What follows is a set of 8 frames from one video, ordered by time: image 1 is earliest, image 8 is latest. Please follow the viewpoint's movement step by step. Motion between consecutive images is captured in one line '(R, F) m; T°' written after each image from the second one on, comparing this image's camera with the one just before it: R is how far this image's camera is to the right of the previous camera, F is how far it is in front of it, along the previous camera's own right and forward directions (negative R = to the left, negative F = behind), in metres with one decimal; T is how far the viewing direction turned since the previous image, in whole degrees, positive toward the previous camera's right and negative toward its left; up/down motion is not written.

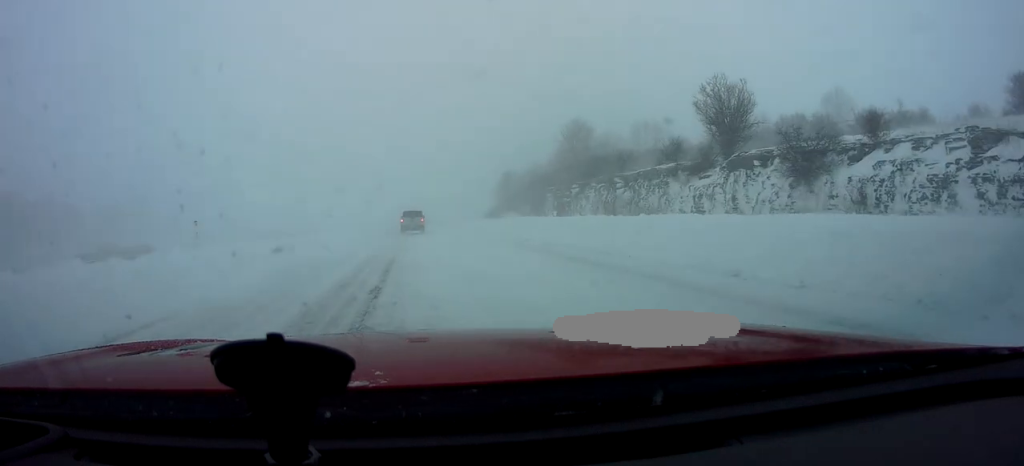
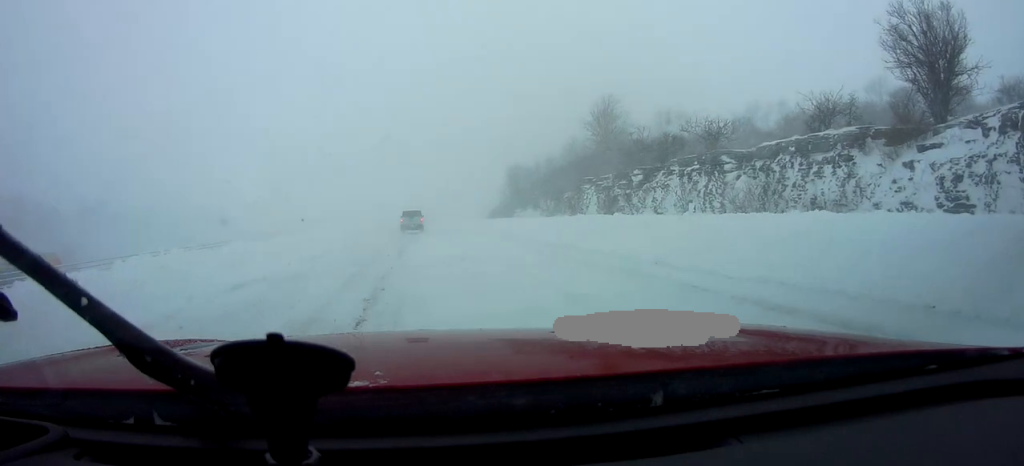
(+0.2, +15.5) m; 0°
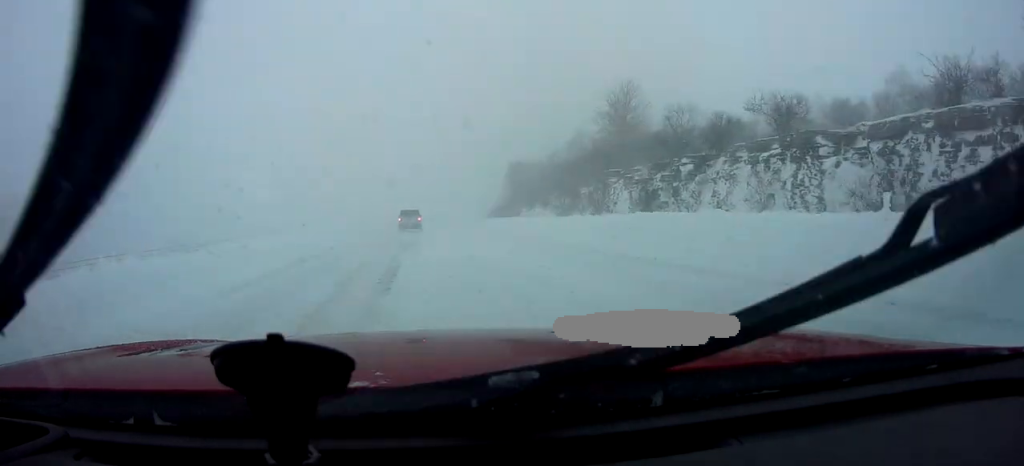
(+0.1, +7.3) m; 0°
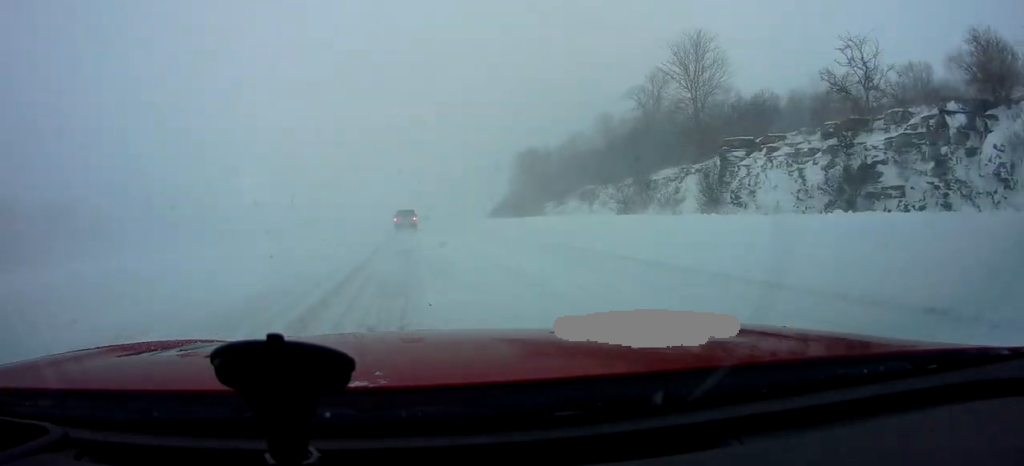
(-0.4, +17.9) m; +1°
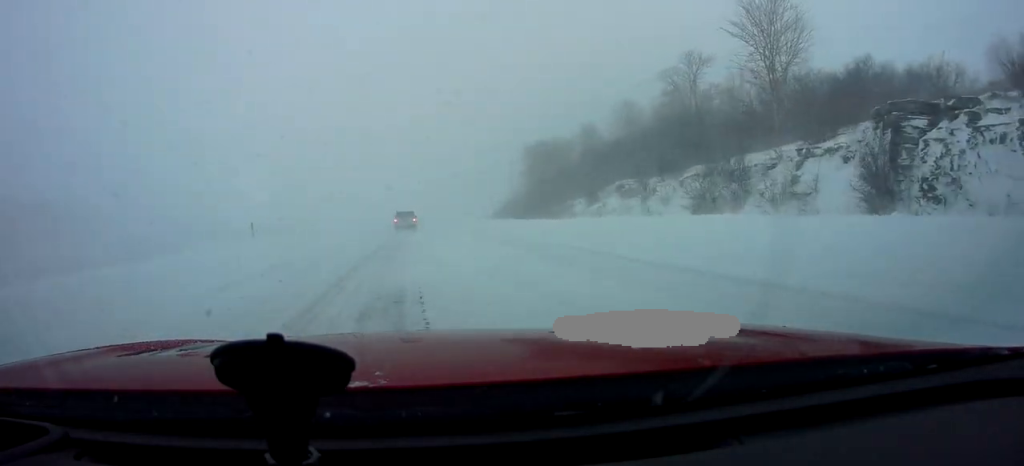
(+0.2, +11.1) m; +2°
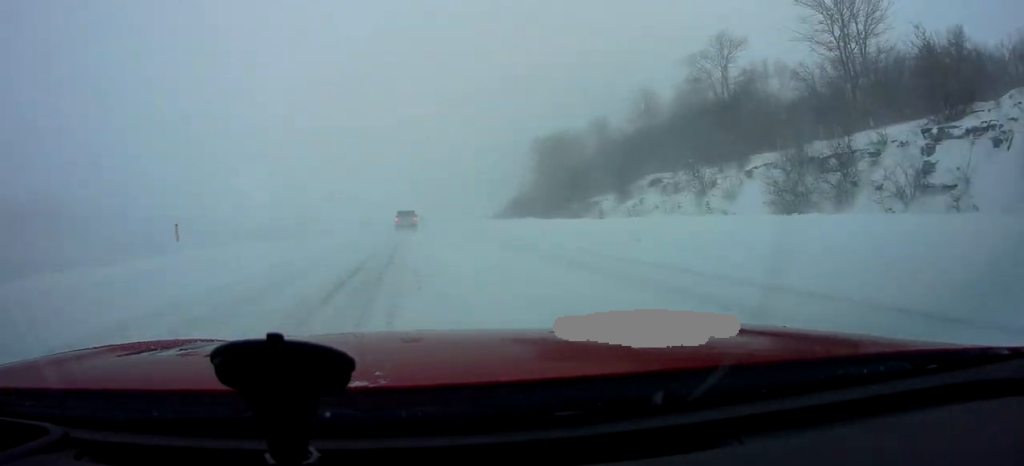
(+0.1, +7.3) m; 0°
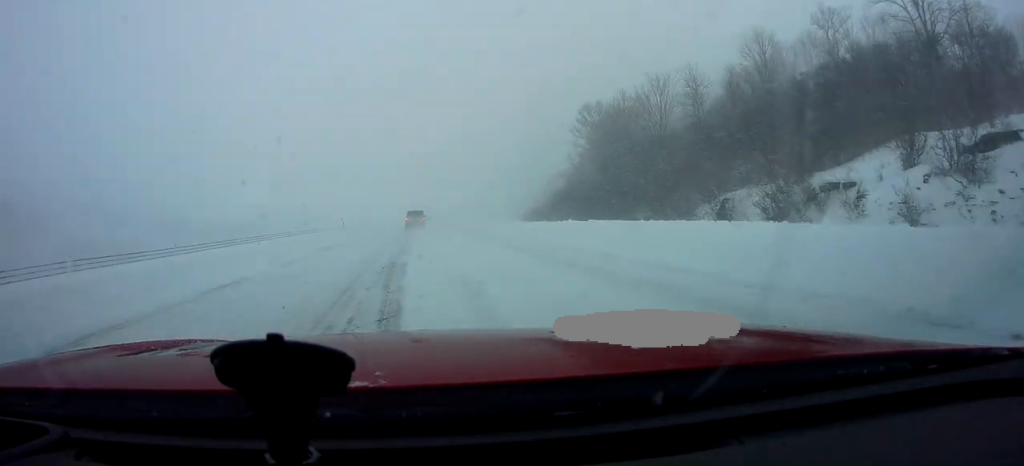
(0.0, +26.6) m; 0°
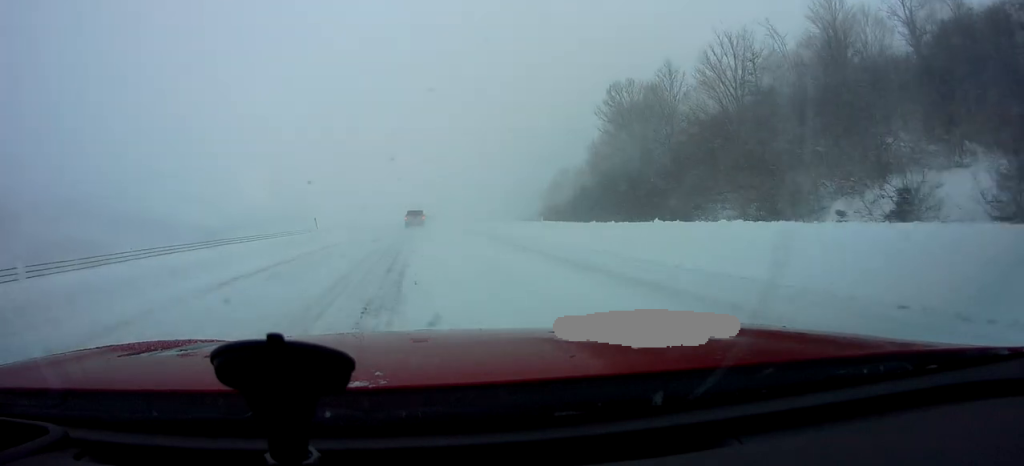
(0.0, +10.4) m; 0°
